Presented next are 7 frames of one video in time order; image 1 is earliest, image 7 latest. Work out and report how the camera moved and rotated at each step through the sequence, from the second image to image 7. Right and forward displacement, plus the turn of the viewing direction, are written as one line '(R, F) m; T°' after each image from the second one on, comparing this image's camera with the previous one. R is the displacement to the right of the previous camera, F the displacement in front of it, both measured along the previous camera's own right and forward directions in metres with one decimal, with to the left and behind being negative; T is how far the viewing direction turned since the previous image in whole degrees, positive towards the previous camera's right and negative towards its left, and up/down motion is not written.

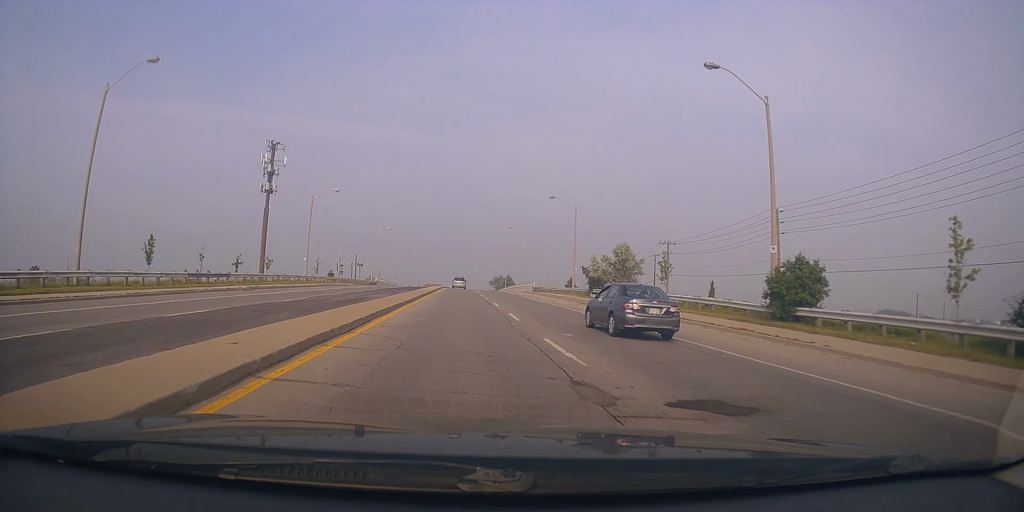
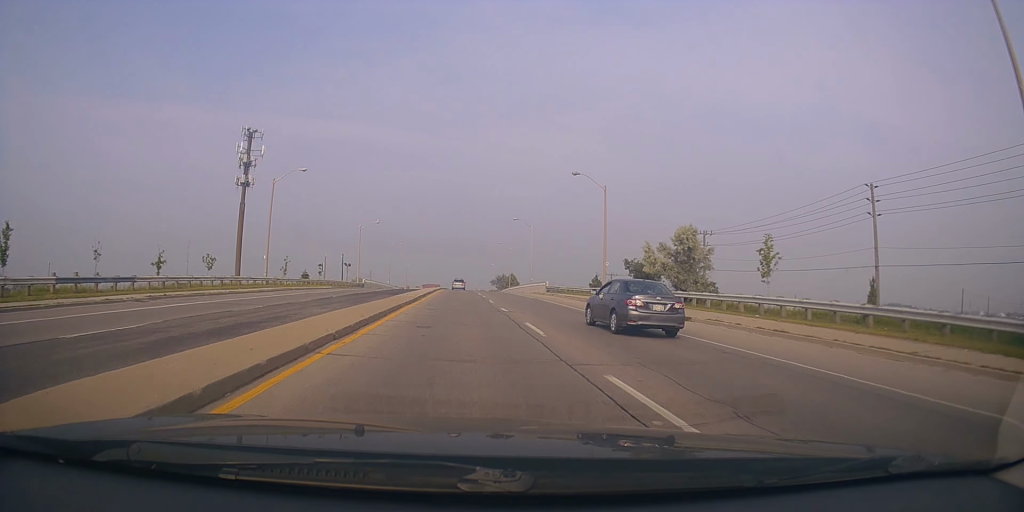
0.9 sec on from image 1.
(-0.1, +14.6) m; 0°
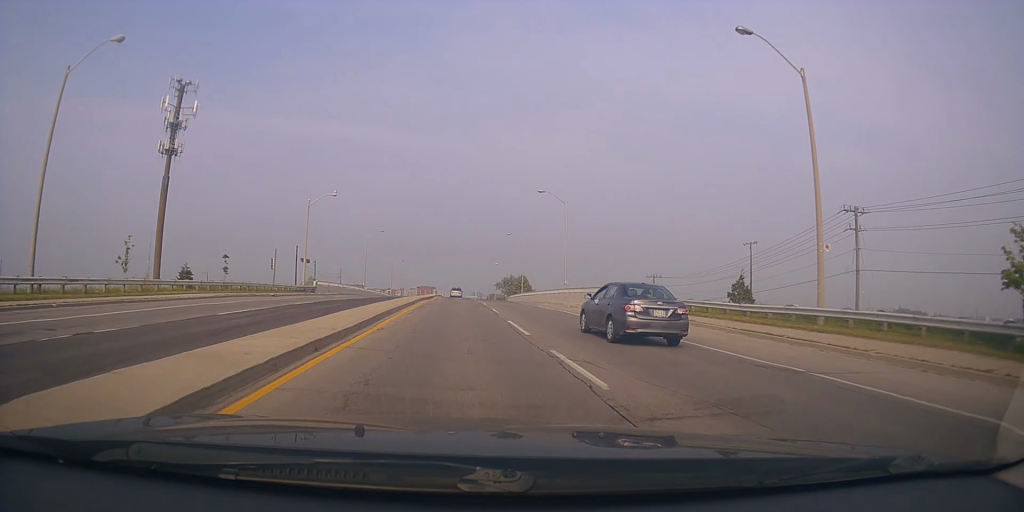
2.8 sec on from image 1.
(+0.3, +33.2) m; +1°
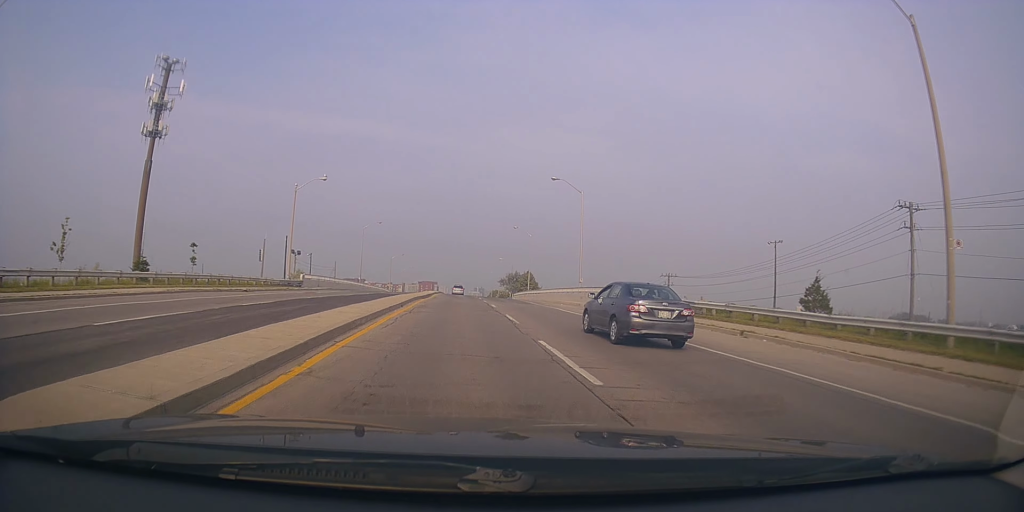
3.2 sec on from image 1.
(+0.1, +6.8) m; +1°
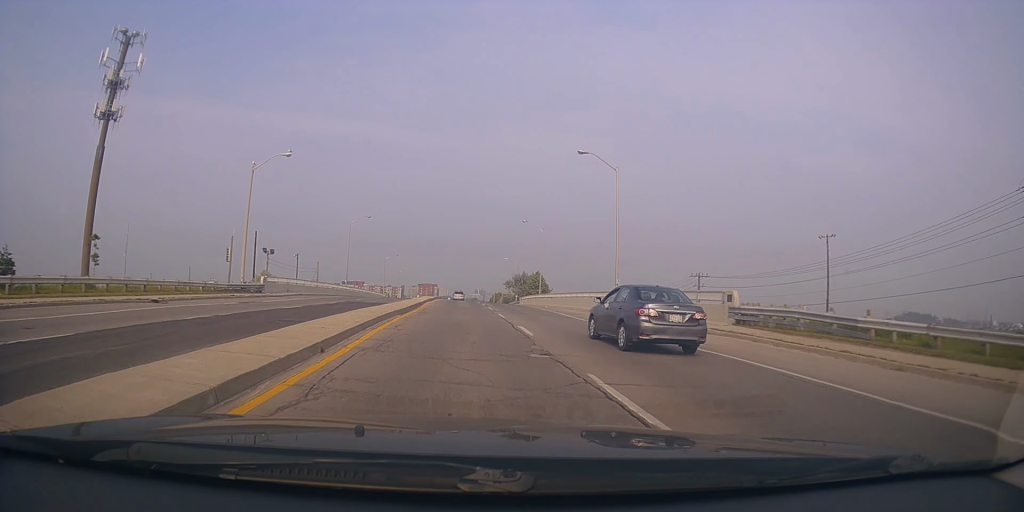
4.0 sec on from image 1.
(+0.1, +13.1) m; +1°
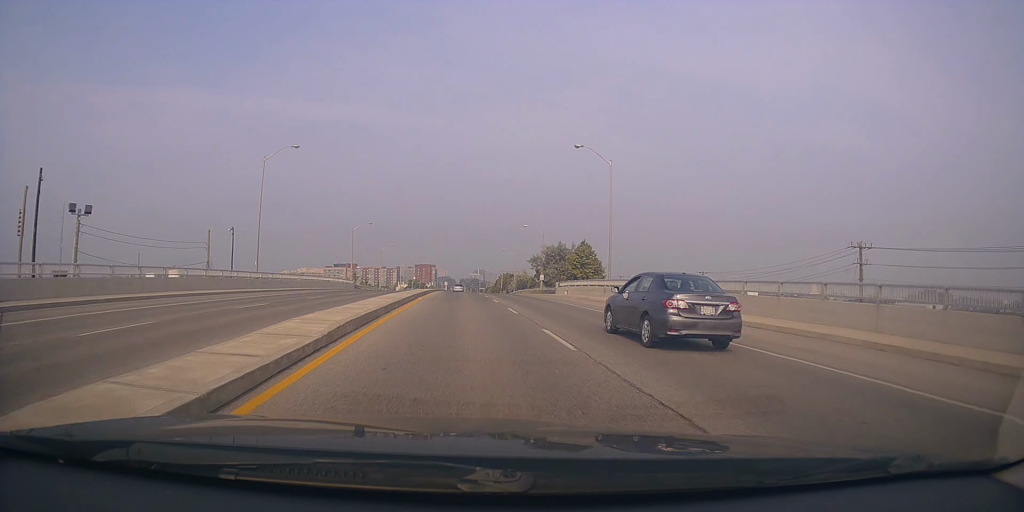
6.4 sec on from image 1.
(-1.1, +40.4) m; -2°
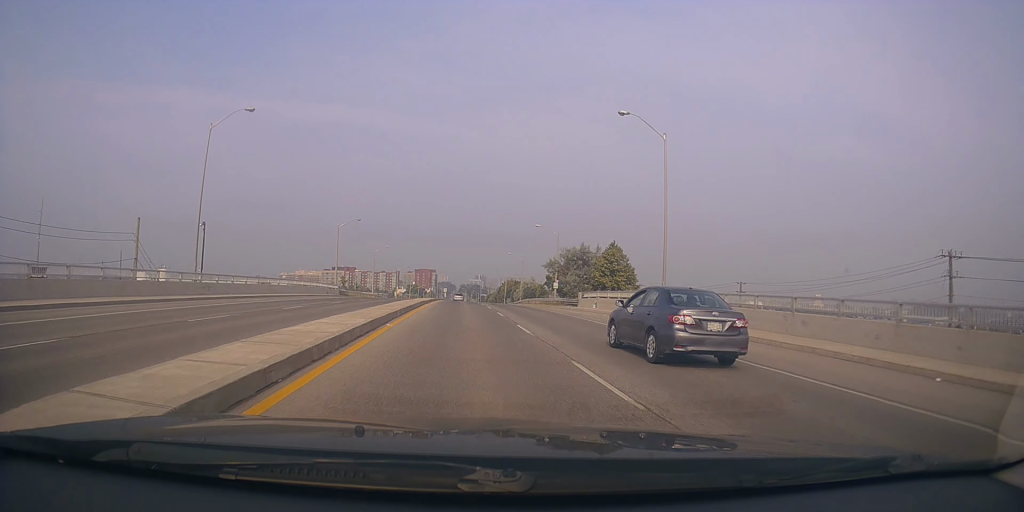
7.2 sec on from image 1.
(+0.3, +12.6) m; +1°
